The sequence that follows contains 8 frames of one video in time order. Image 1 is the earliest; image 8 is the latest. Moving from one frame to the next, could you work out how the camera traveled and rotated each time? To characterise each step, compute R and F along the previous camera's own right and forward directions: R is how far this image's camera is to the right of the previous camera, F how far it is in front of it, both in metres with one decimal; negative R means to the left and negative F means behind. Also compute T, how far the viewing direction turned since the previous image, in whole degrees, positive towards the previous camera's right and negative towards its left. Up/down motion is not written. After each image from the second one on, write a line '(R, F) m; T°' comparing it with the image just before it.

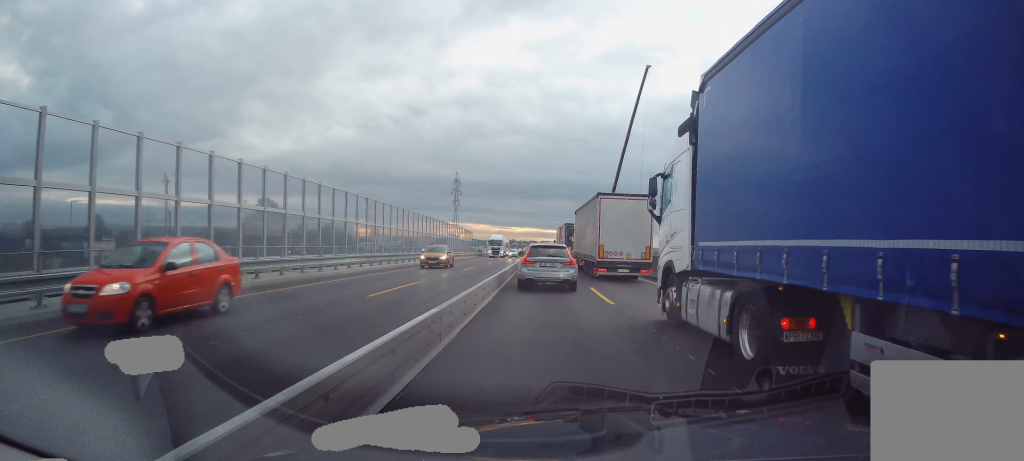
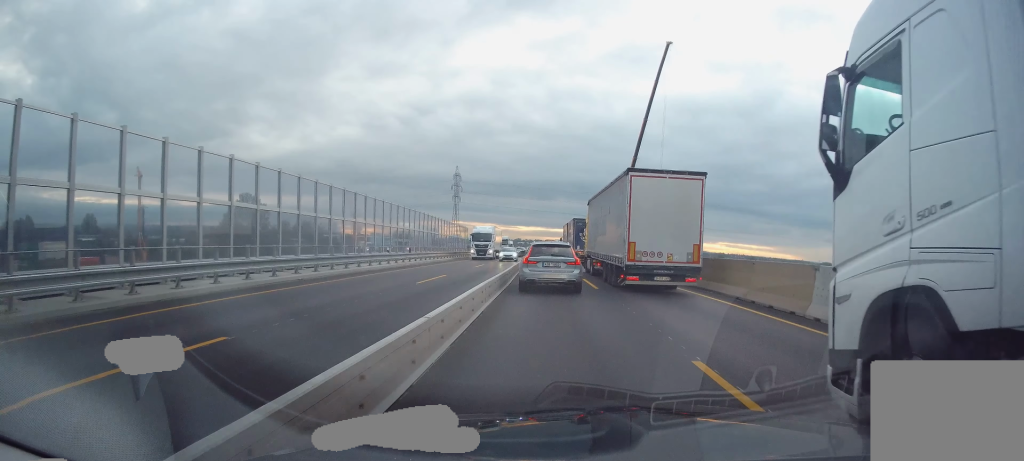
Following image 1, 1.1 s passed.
(0.0, +13.5) m; 0°
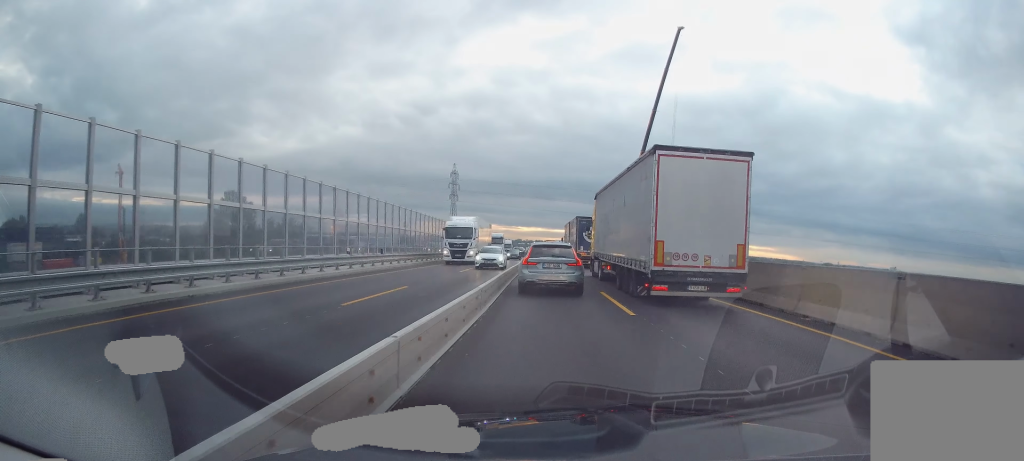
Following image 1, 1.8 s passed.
(0.0, +7.4) m; 0°
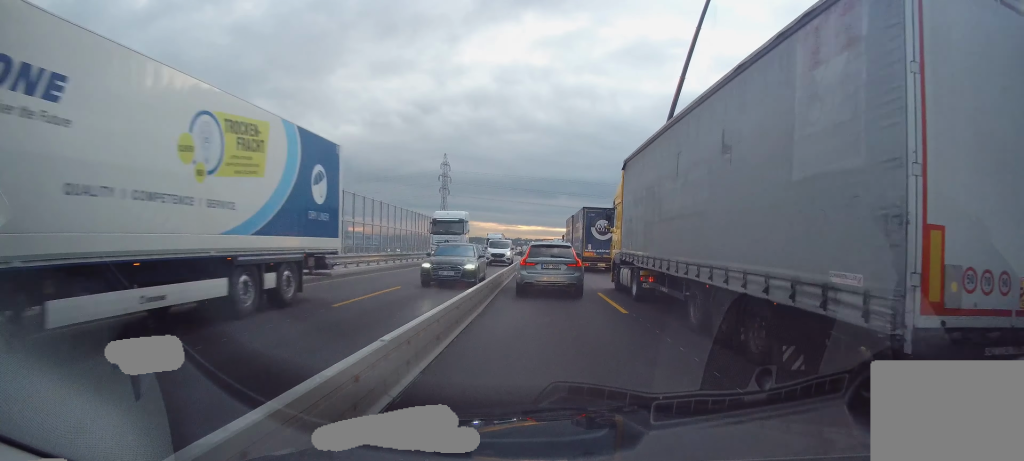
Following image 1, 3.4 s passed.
(0.0, +18.0) m; 0°
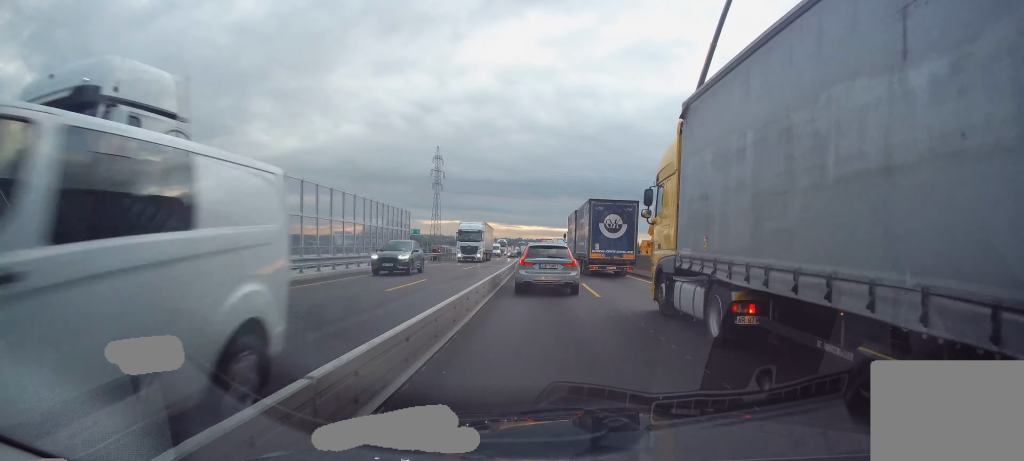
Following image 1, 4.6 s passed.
(-0.3, +13.4) m; -2°
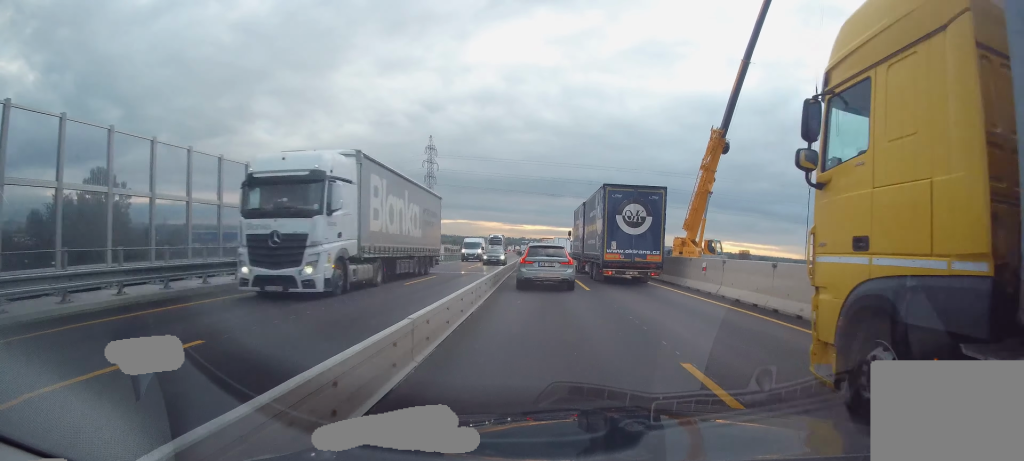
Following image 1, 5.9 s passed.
(0.0, +15.4) m; +2°
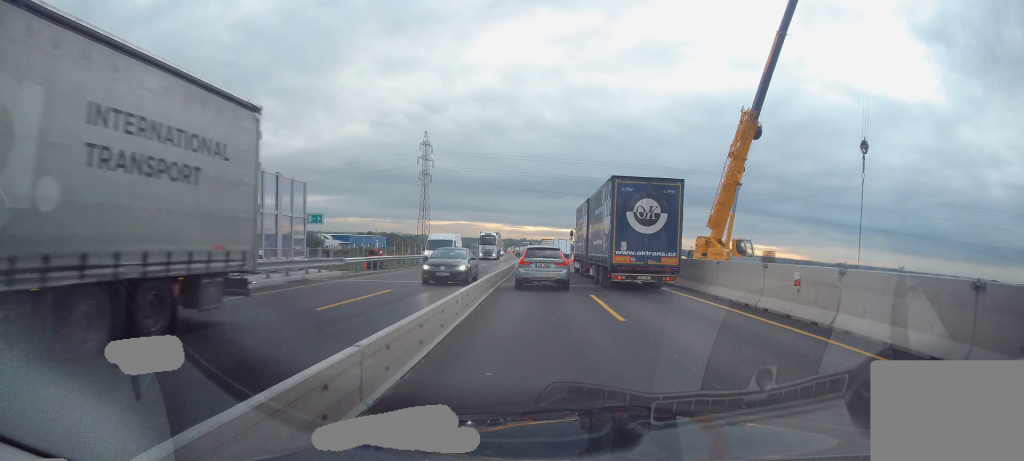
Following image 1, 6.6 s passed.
(+0.1, +7.7) m; +1°
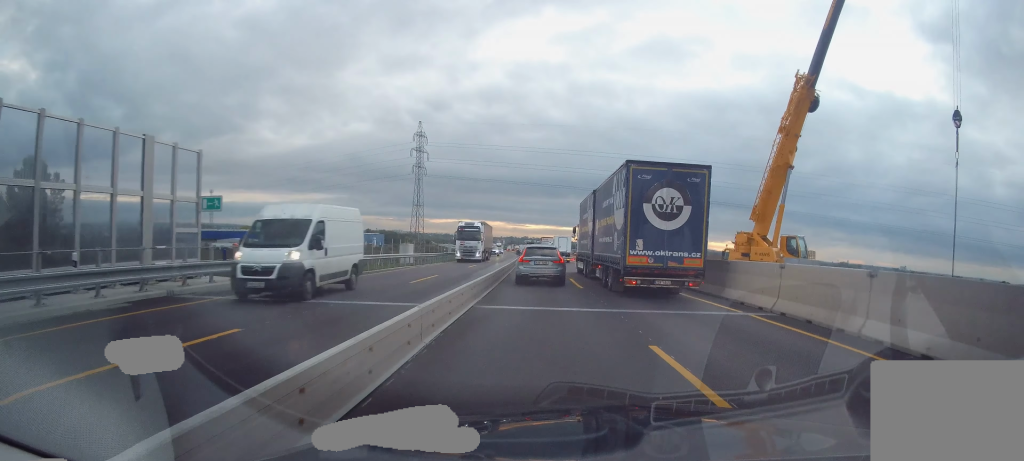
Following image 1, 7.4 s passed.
(0.0, +9.1) m; 0°
